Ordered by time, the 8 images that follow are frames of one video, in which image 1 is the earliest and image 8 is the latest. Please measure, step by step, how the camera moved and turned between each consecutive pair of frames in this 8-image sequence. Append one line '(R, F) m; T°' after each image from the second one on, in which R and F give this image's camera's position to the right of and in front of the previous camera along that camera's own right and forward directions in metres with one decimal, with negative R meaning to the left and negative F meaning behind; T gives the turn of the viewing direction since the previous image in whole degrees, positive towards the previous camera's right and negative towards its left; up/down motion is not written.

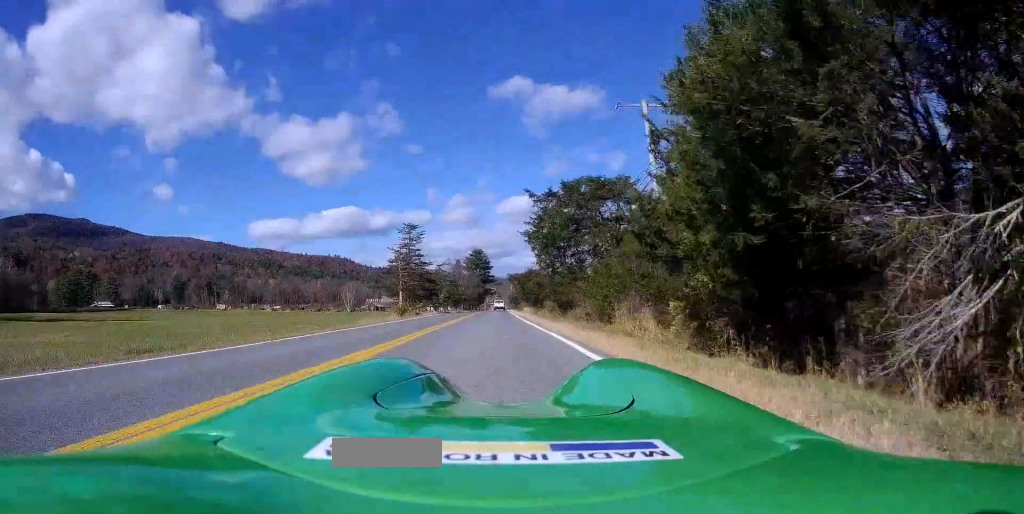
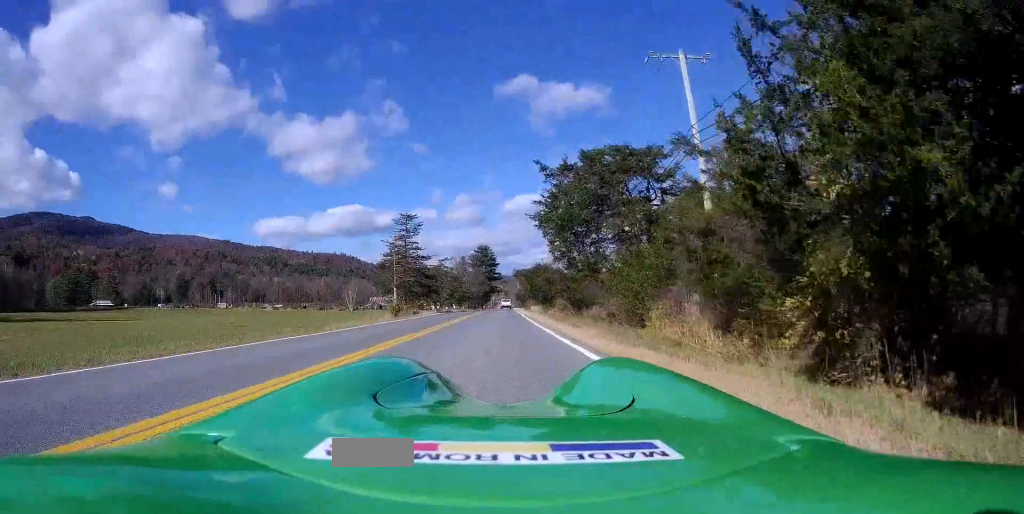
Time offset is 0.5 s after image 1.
(0.0, +5.5) m; +2°
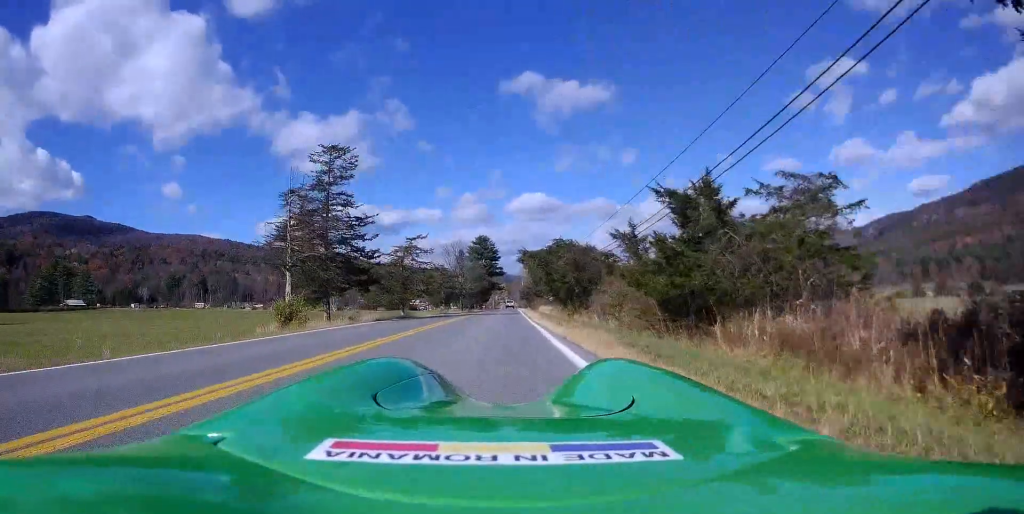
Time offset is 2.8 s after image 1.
(+0.1, +24.6) m; -1°
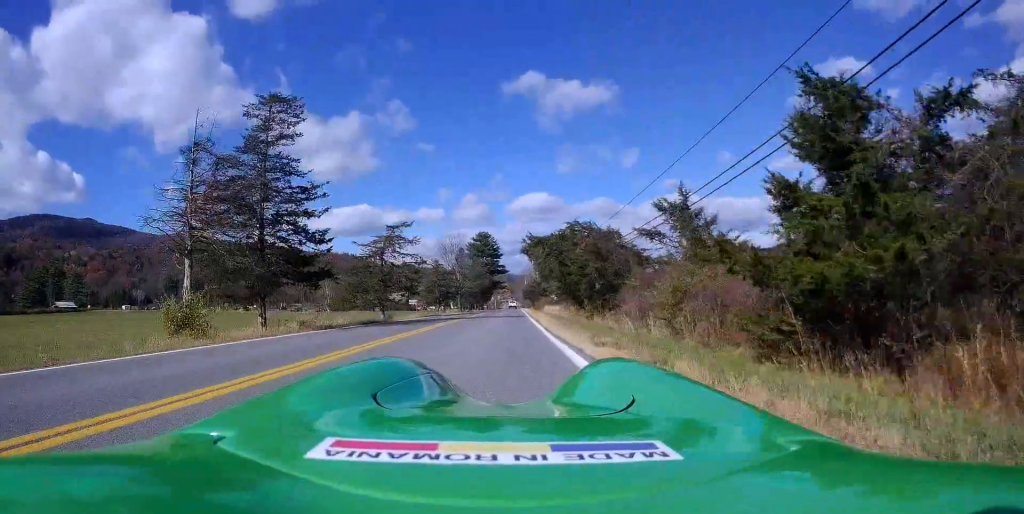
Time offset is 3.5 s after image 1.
(+0.4, +8.7) m; -2°
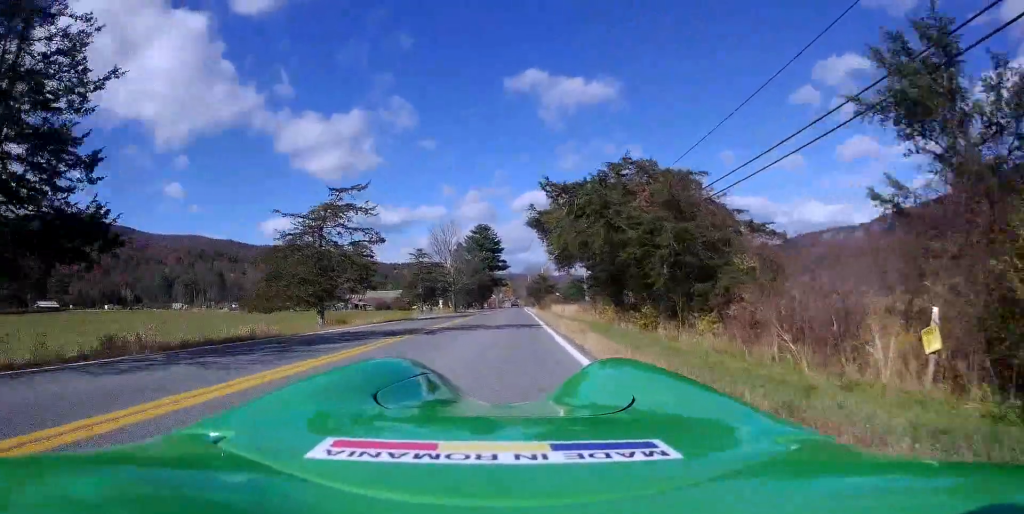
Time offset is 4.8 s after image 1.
(-0.8, +14.2) m; -1°
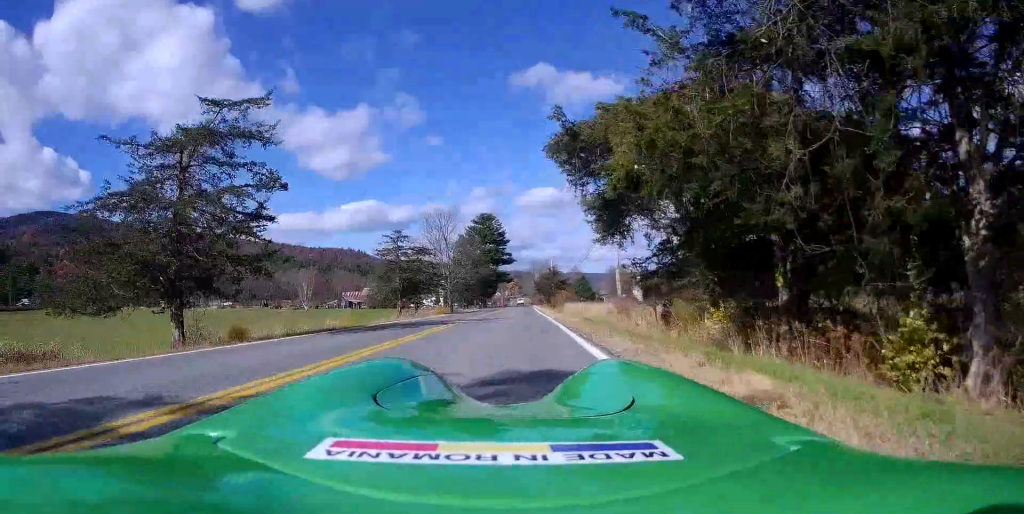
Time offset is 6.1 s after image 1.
(+0.3, +13.5) m; +1°
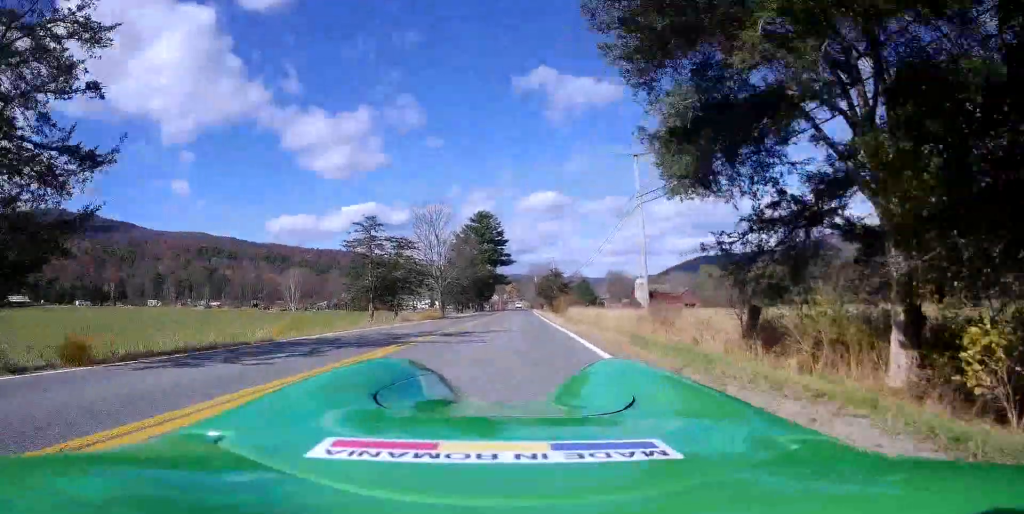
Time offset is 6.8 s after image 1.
(0.0, +7.9) m; -1°
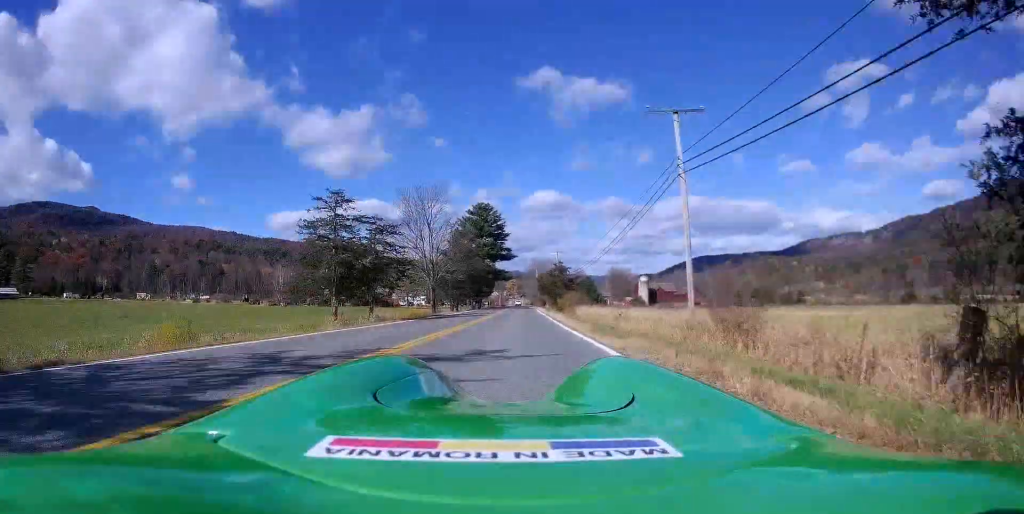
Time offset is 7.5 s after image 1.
(0.0, +7.3) m; -1°
